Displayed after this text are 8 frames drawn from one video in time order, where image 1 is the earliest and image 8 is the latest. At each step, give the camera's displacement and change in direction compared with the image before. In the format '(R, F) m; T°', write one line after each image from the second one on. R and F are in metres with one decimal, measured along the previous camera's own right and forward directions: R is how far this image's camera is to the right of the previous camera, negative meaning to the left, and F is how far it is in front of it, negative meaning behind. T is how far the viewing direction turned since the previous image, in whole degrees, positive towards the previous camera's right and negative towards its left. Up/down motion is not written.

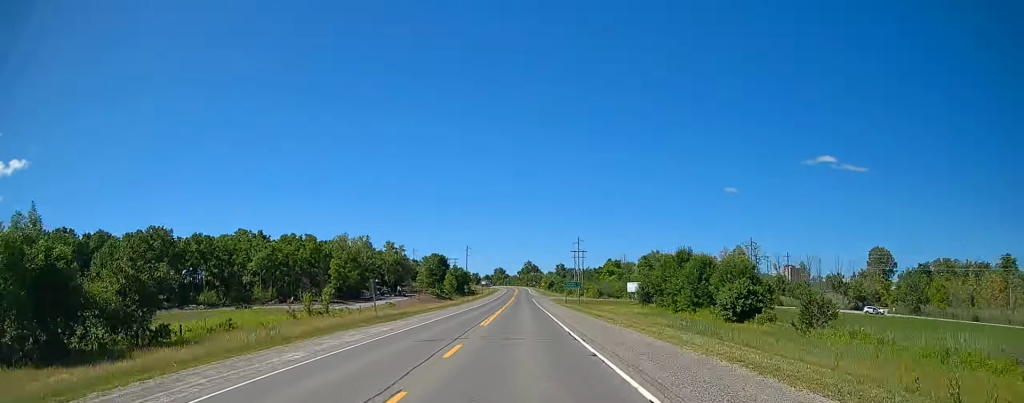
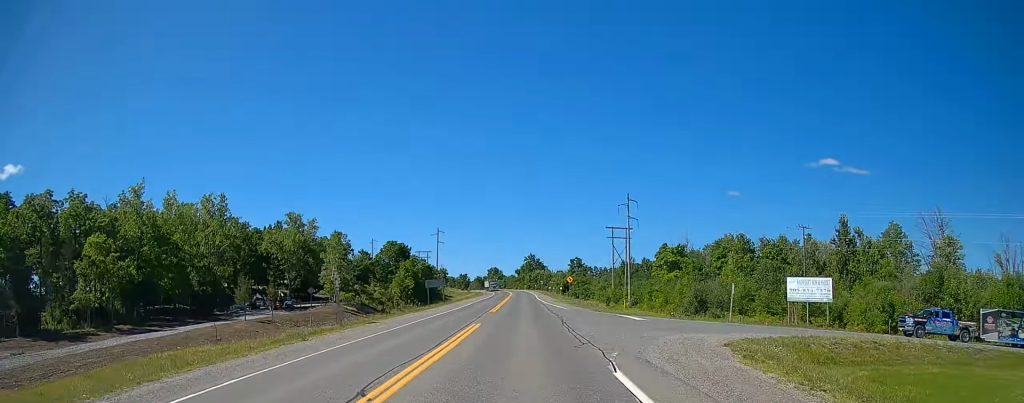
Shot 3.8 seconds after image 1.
(+0.1, +105.7) m; -1°
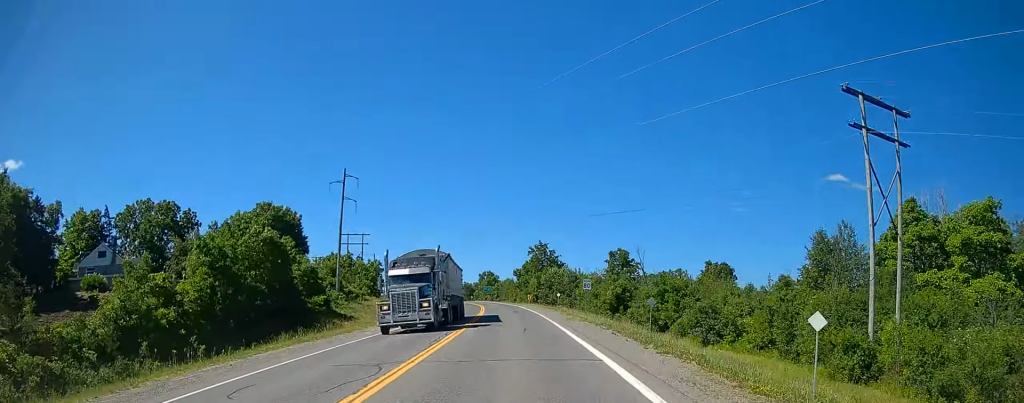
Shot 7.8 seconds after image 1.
(-0.1, +113.4) m; -3°
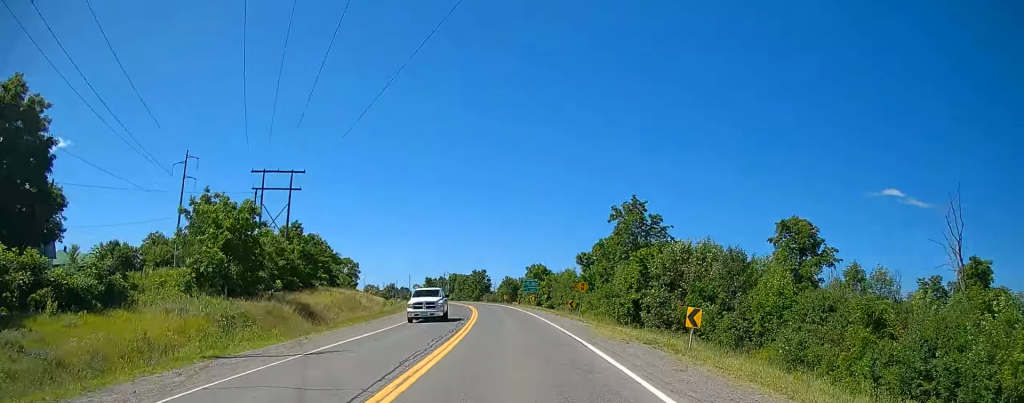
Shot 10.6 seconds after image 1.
(-3.4, +87.8) m; -5°
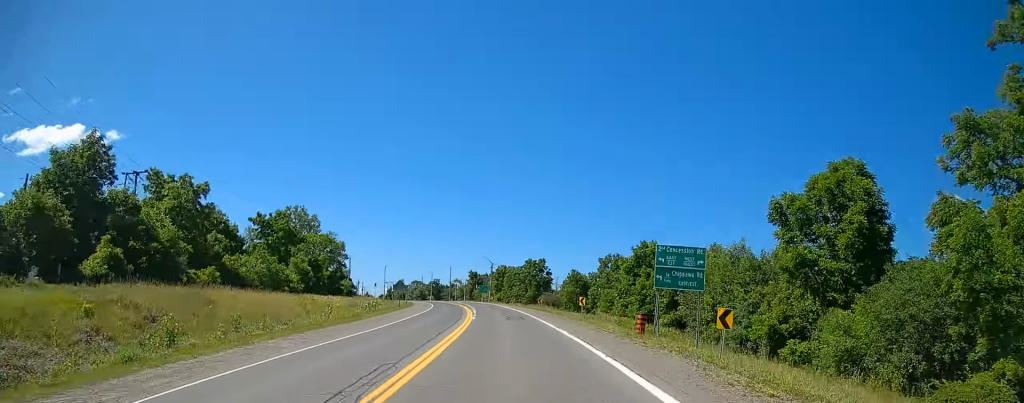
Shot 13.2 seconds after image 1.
(-1.9, +74.3) m; -5°
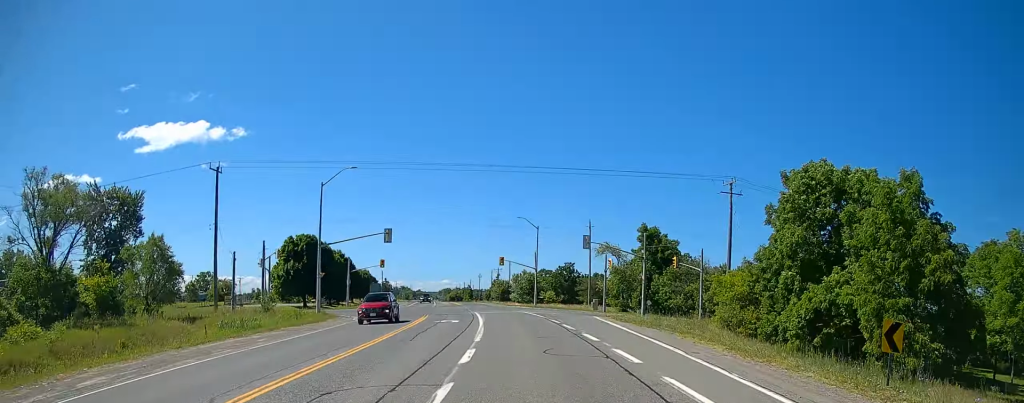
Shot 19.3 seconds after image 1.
(-20.6, +156.6) m; -12°
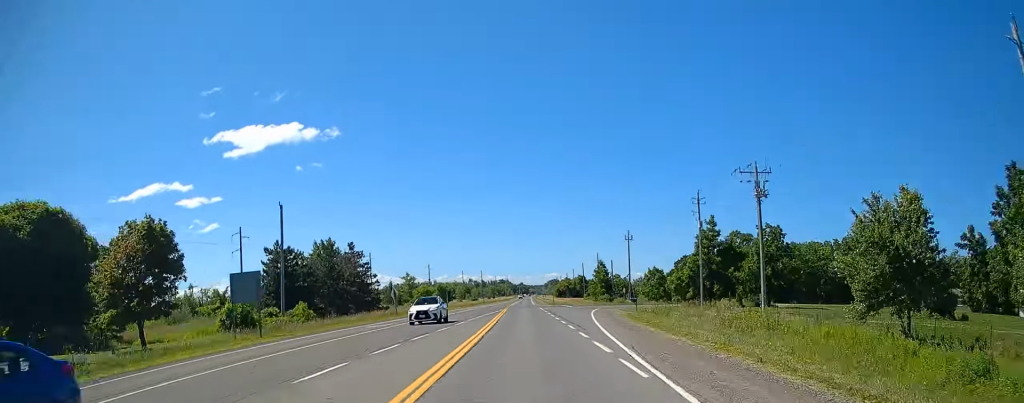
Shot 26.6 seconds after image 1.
(-14.2, +183.7) m; -5°
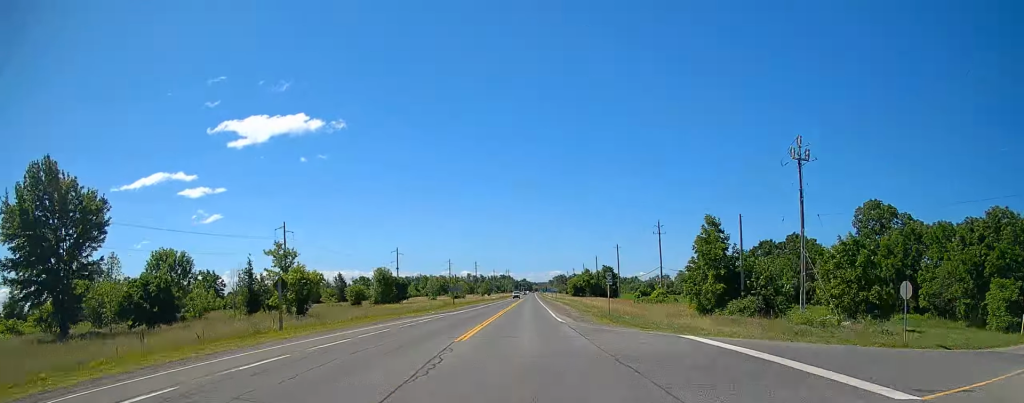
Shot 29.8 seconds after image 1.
(+0.1, +79.7) m; 0°
